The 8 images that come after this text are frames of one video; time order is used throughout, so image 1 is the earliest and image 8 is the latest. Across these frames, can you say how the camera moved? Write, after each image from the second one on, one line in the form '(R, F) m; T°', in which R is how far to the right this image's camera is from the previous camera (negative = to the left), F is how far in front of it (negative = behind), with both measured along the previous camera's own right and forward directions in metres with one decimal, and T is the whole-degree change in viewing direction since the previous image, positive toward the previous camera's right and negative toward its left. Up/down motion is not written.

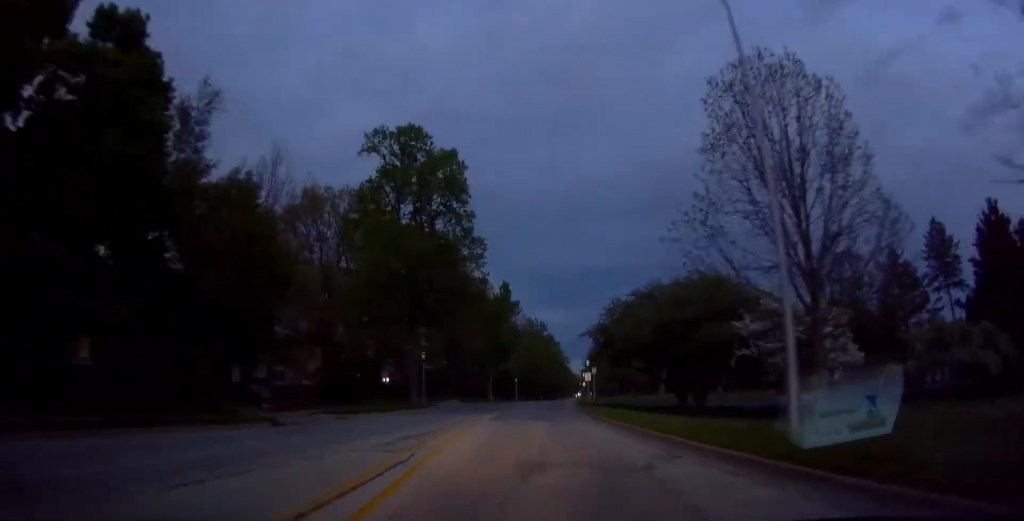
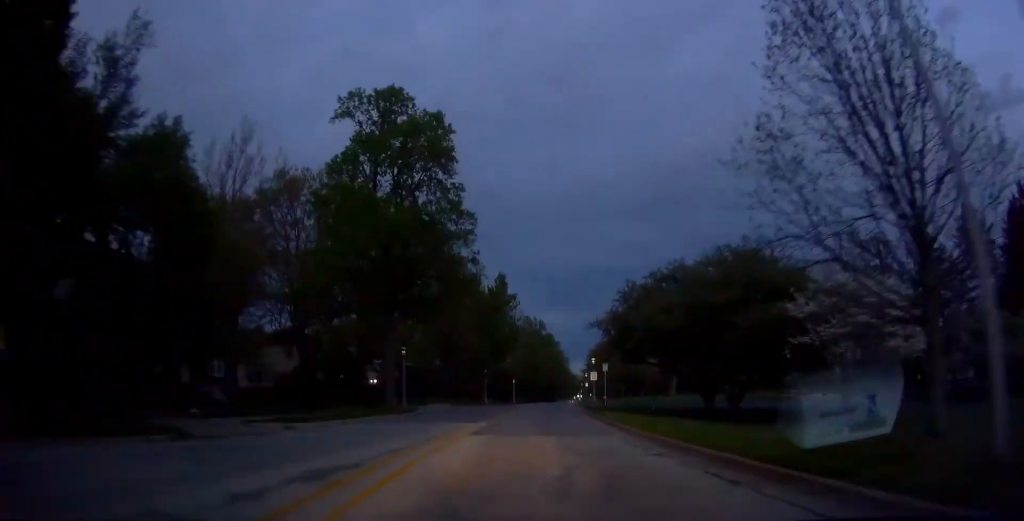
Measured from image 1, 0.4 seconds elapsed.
(-0.1, +6.6) m; -1°
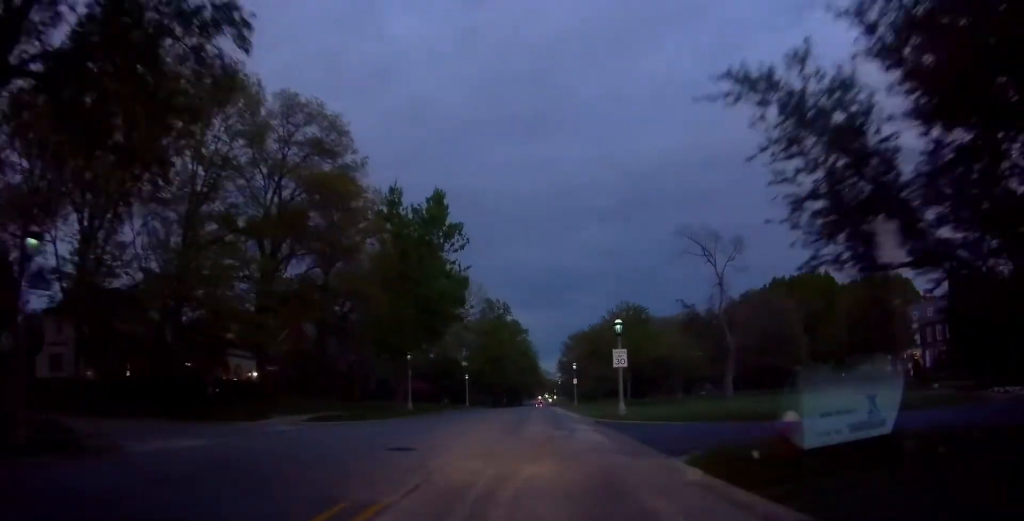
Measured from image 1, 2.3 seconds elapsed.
(-0.2, +31.2) m; +1°
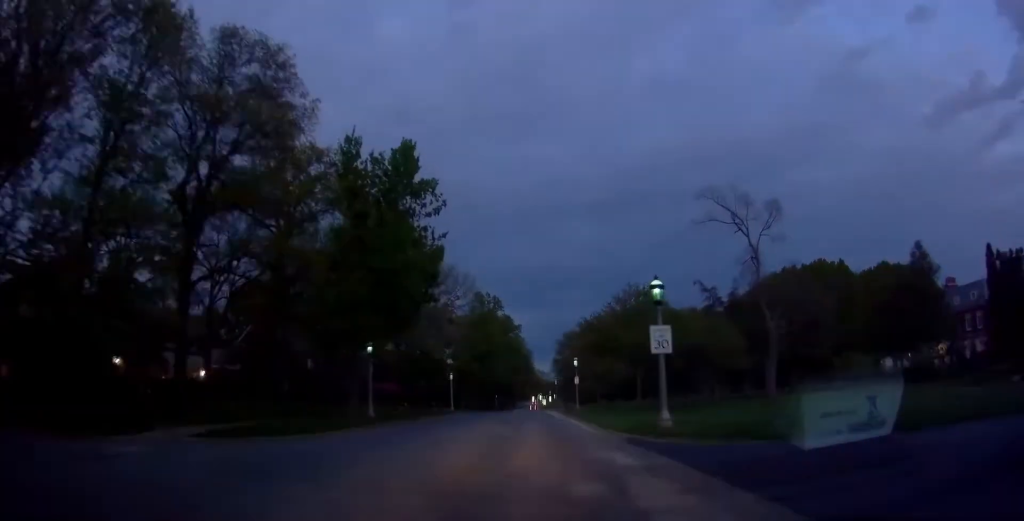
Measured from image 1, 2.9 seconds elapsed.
(+0.2, +8.9) m; 0°
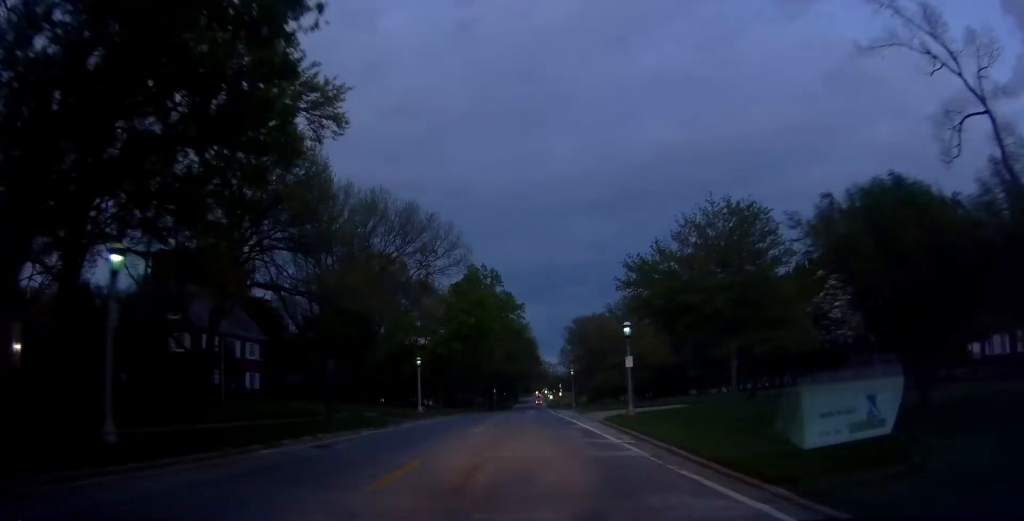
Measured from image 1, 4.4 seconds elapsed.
(-0.2, +23.0) m; 0°
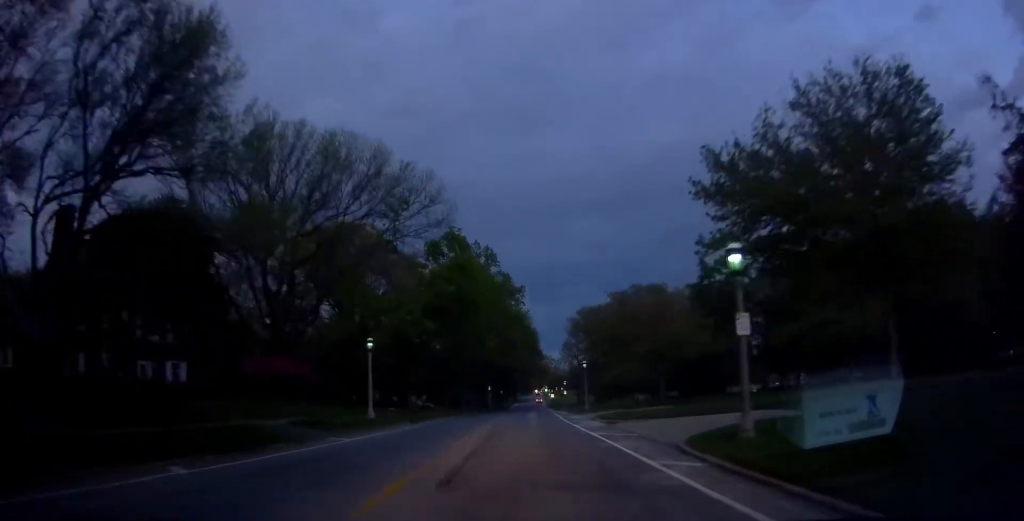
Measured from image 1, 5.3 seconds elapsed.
(+0.4, +14.0) m; 0°
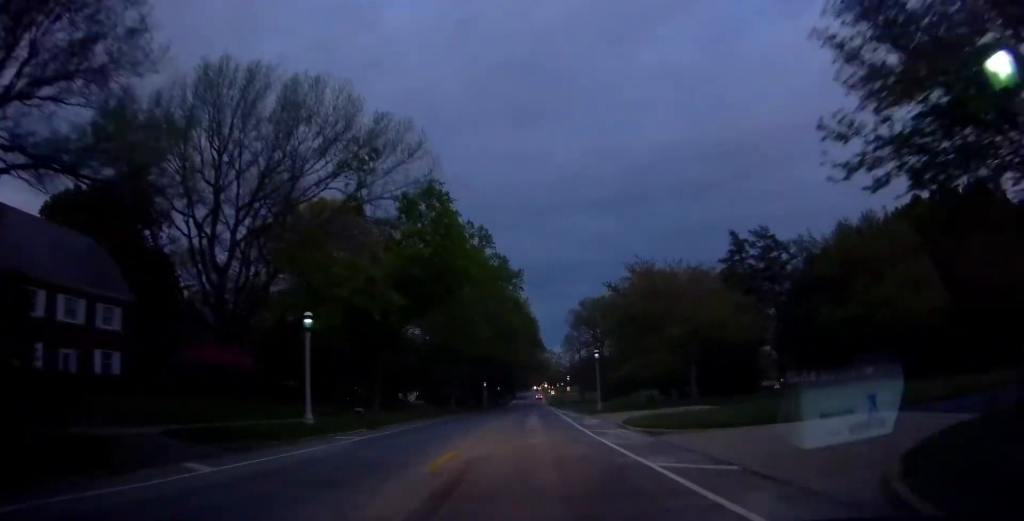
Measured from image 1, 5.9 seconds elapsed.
(-0.2, +9.0) m; 0°
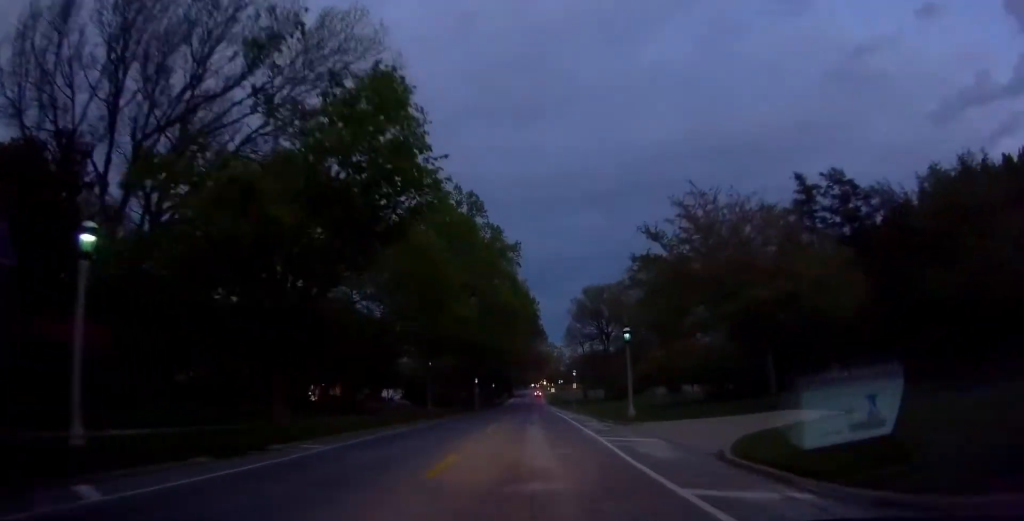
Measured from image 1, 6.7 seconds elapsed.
(-0.2, +11.9) m; 0°
